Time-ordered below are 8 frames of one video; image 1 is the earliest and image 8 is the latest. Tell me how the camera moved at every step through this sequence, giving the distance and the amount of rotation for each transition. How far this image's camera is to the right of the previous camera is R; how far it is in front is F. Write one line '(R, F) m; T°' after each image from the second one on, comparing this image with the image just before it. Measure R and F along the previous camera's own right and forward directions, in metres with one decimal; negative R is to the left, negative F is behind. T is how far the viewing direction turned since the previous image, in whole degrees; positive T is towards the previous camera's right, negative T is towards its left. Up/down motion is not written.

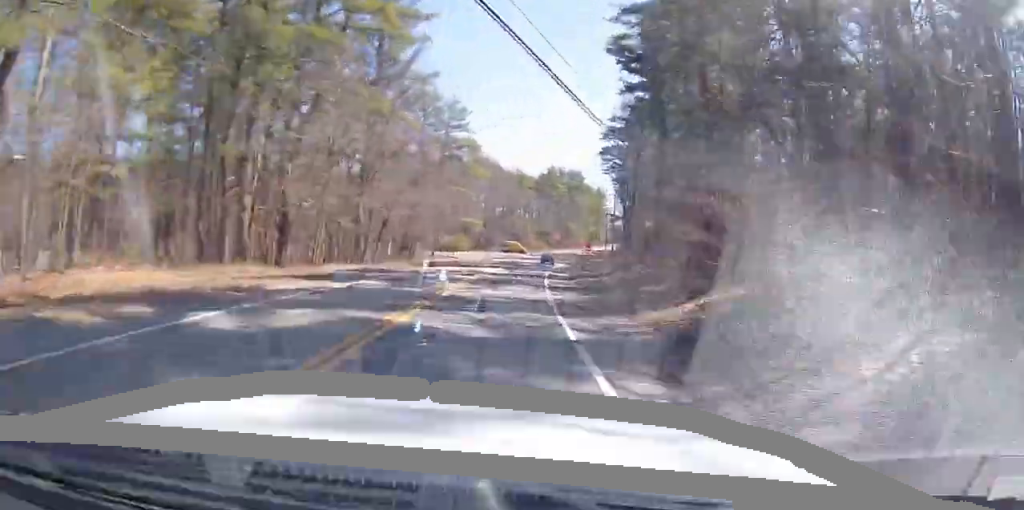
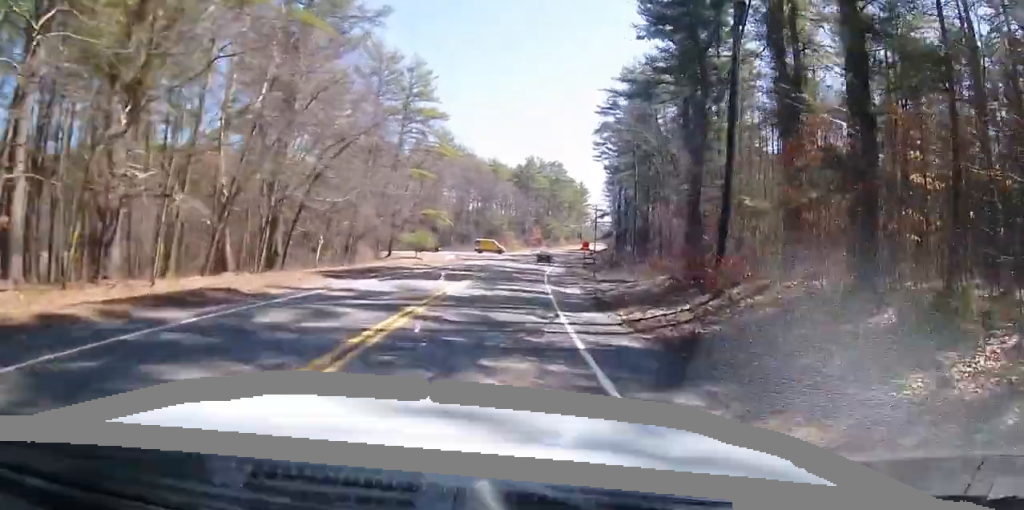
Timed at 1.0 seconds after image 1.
(+0.6, +17.5) m; +5°
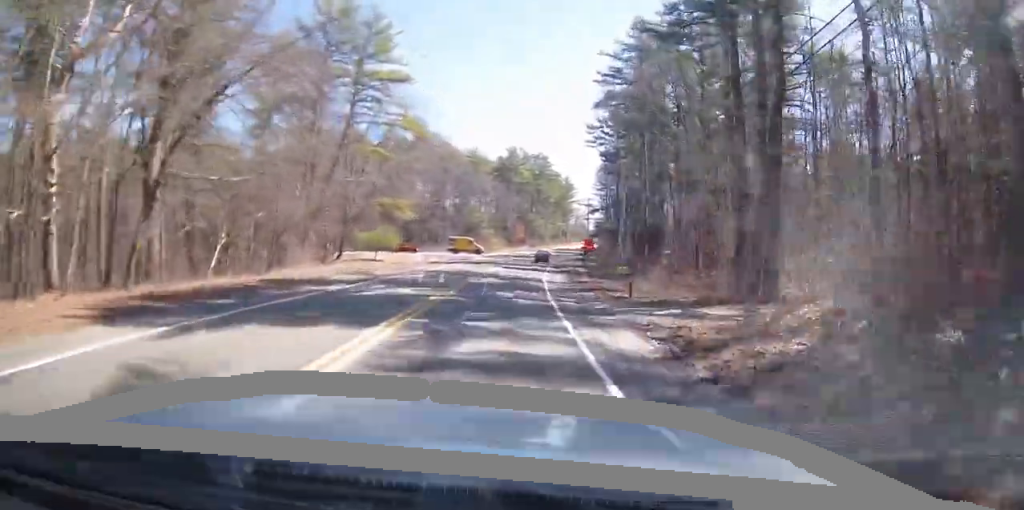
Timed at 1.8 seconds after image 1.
(+0.9, +14.5) m; +3°
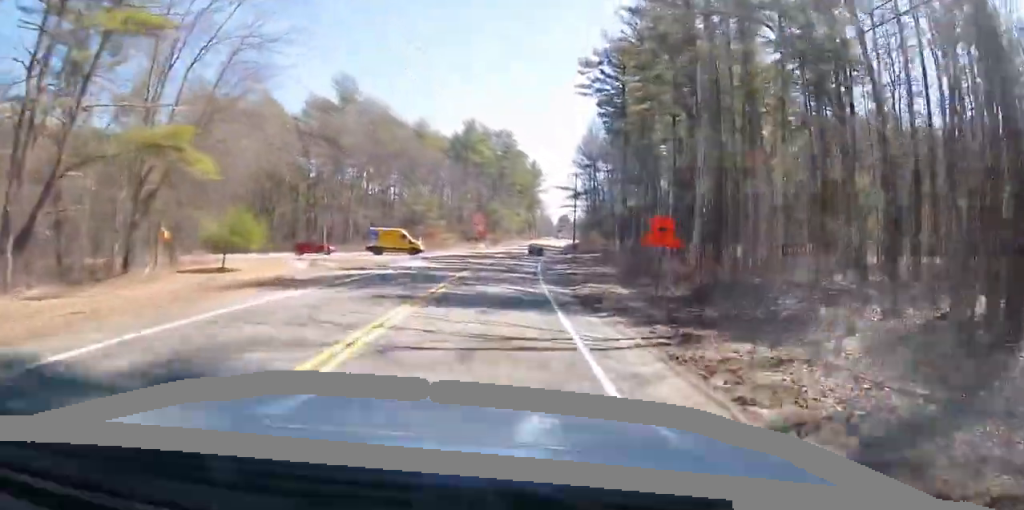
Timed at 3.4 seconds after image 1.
(-0.2, +30.4) m; 0°
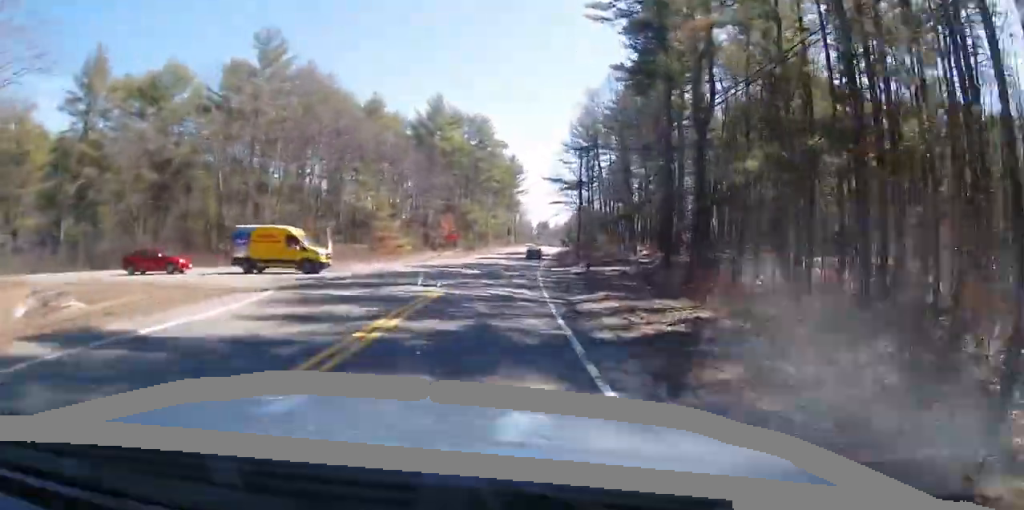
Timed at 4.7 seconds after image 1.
(-0.3, +23.8) m; -1°
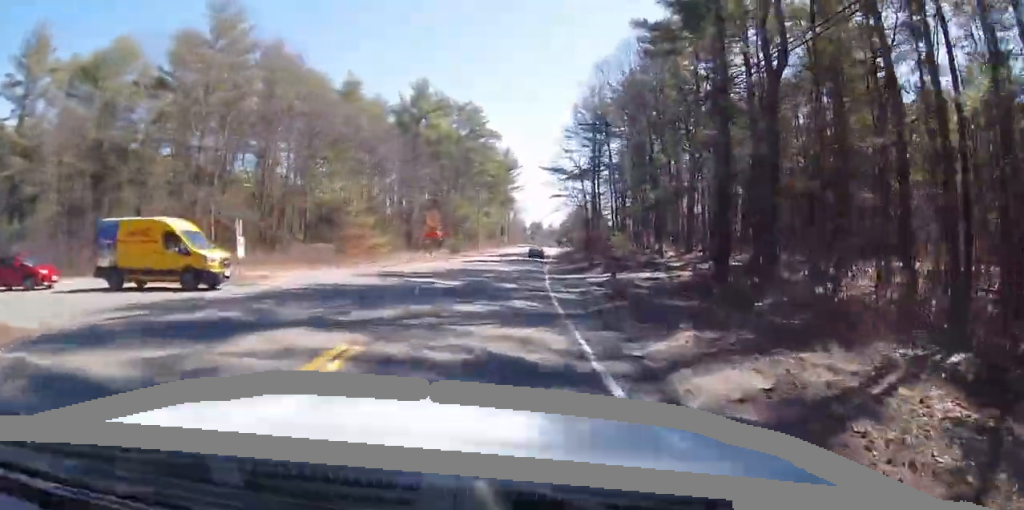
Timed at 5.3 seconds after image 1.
(-0.2, +11.0) m; +1°
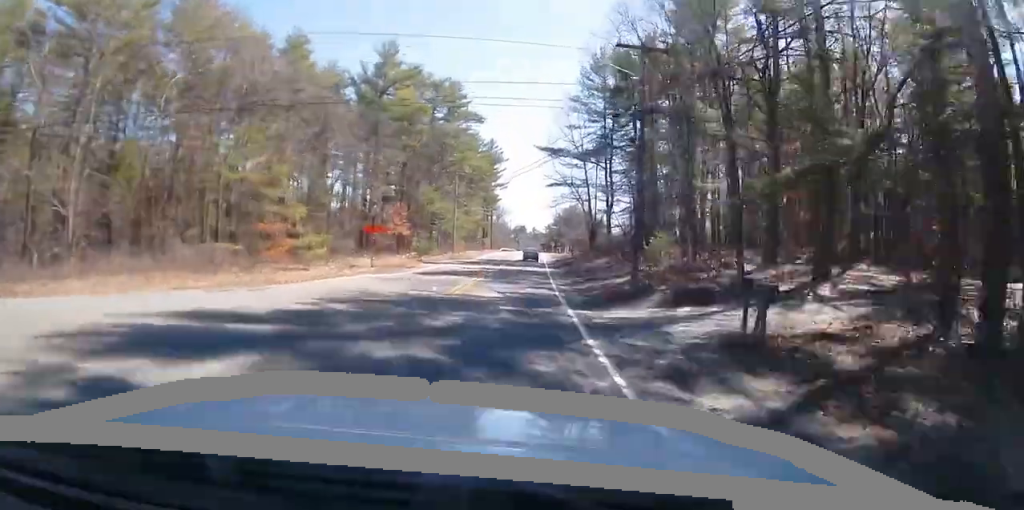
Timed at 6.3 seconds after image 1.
(+0.5, +17.9) m; +4°
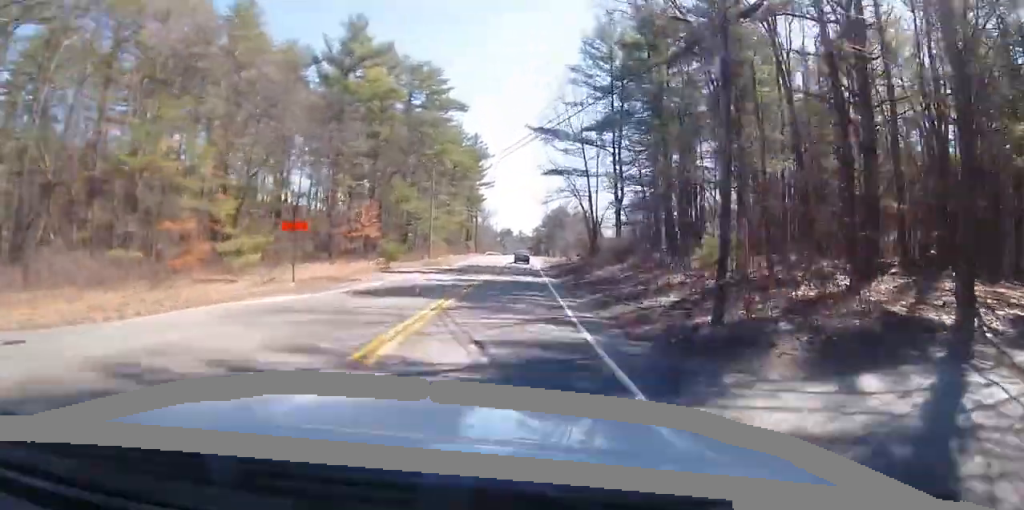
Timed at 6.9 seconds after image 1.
(+0.2, +10.6) m; +2°
